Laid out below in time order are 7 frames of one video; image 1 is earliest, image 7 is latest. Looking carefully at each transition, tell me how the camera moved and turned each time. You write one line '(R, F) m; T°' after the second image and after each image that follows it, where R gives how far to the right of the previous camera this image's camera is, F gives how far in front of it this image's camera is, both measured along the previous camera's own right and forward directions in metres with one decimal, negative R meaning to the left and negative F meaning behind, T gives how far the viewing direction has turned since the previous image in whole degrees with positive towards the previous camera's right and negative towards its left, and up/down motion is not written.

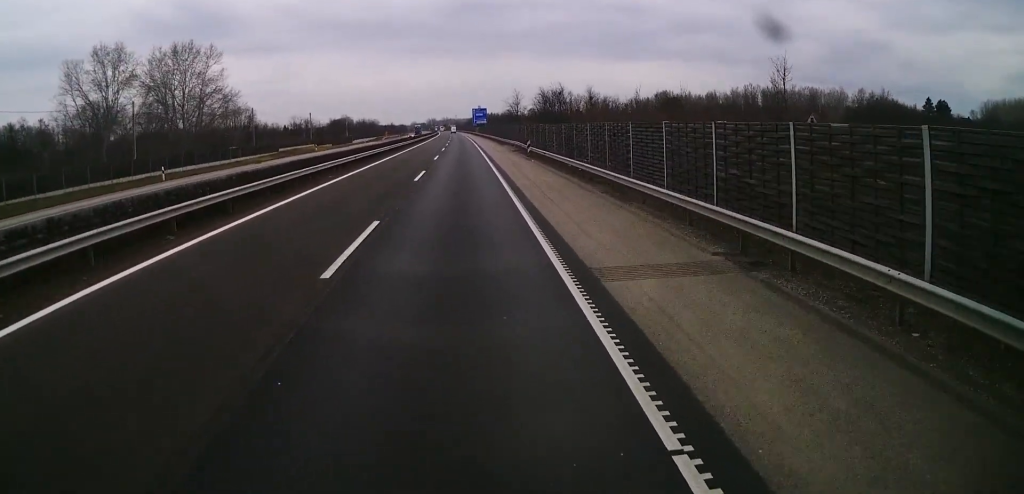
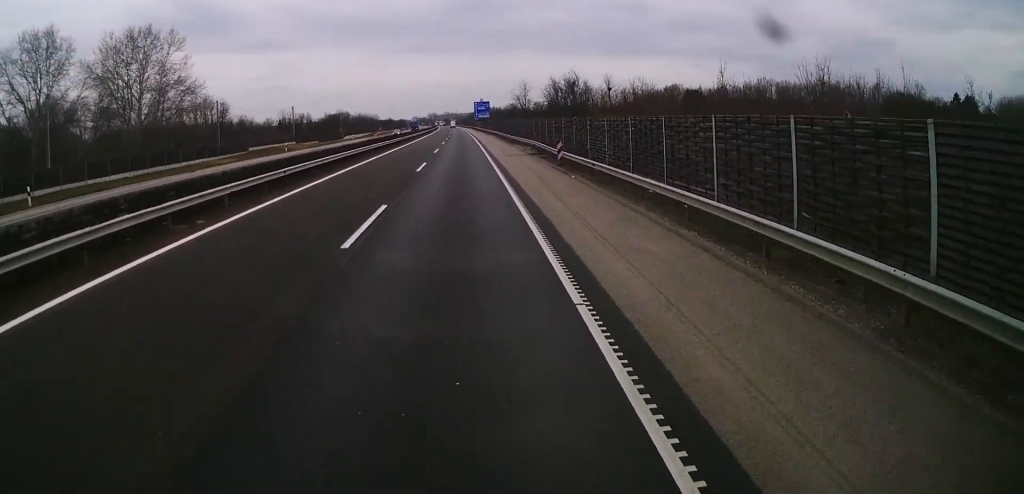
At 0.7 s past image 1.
(0.0, +16.2) m; 0°
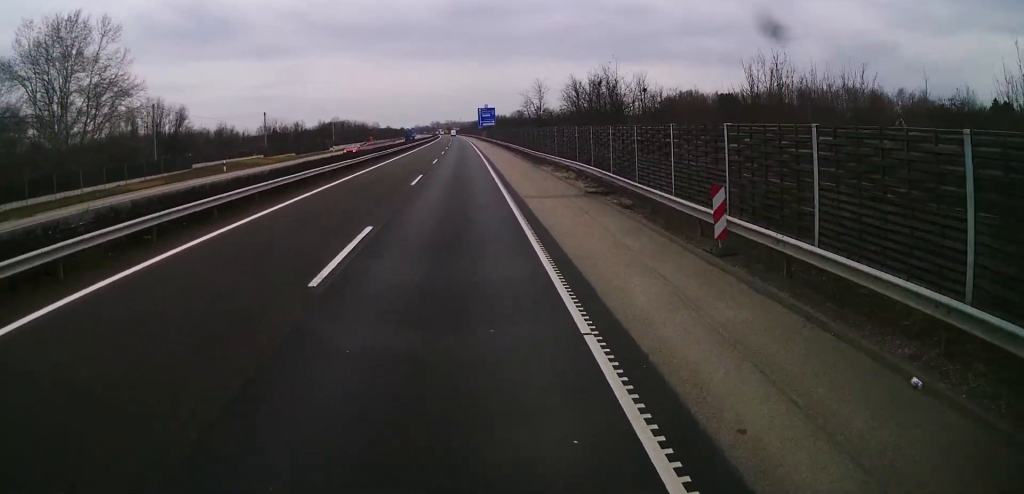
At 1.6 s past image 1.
(0.0, +20.9) m; 0°
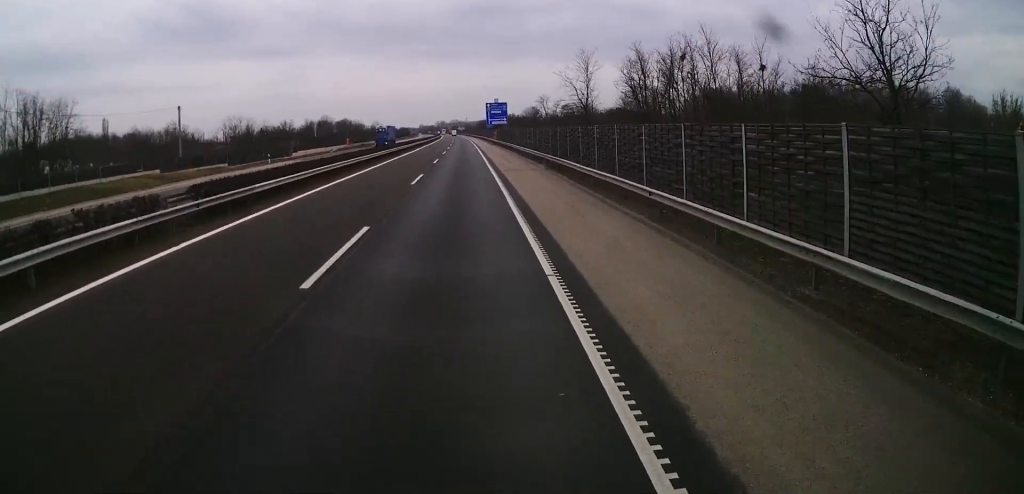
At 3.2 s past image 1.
(-0.2, +37.0) m; 0°
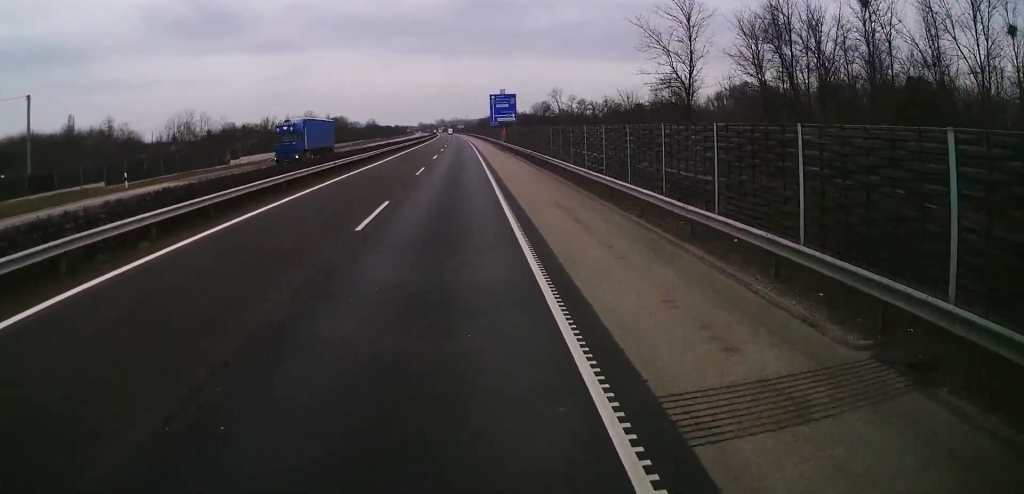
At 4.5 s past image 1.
(-0.1, +31.0) m; -1°
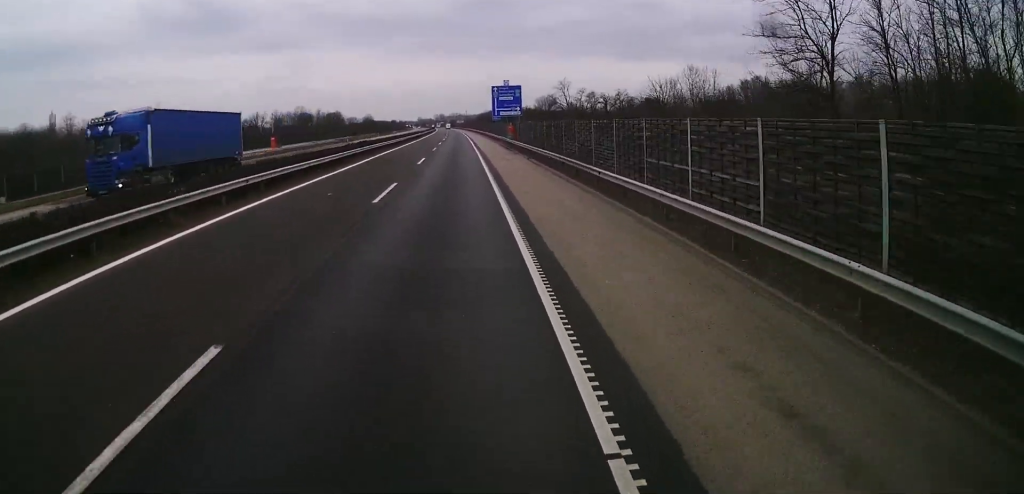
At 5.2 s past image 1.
(-0.4, +14.7) m; 0°
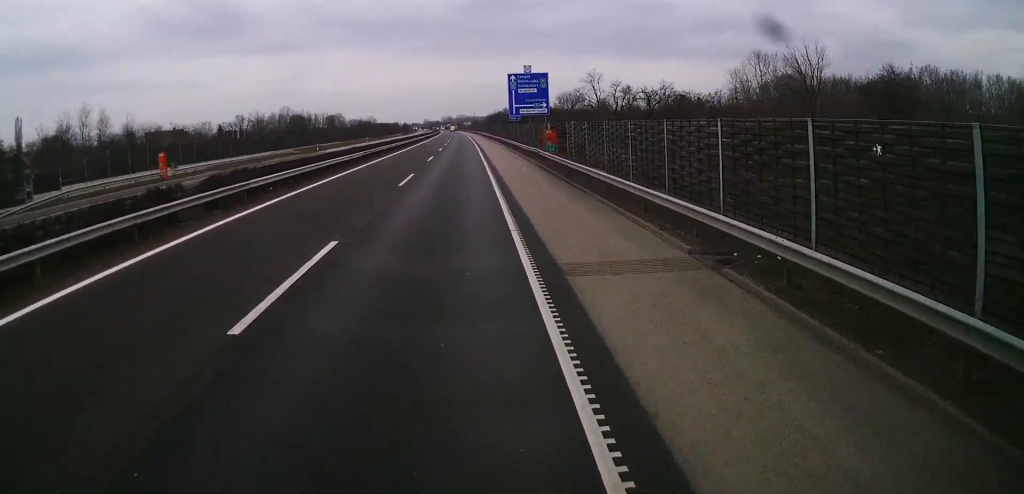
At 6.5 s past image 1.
(+0.4, +30.2) m; 0°
